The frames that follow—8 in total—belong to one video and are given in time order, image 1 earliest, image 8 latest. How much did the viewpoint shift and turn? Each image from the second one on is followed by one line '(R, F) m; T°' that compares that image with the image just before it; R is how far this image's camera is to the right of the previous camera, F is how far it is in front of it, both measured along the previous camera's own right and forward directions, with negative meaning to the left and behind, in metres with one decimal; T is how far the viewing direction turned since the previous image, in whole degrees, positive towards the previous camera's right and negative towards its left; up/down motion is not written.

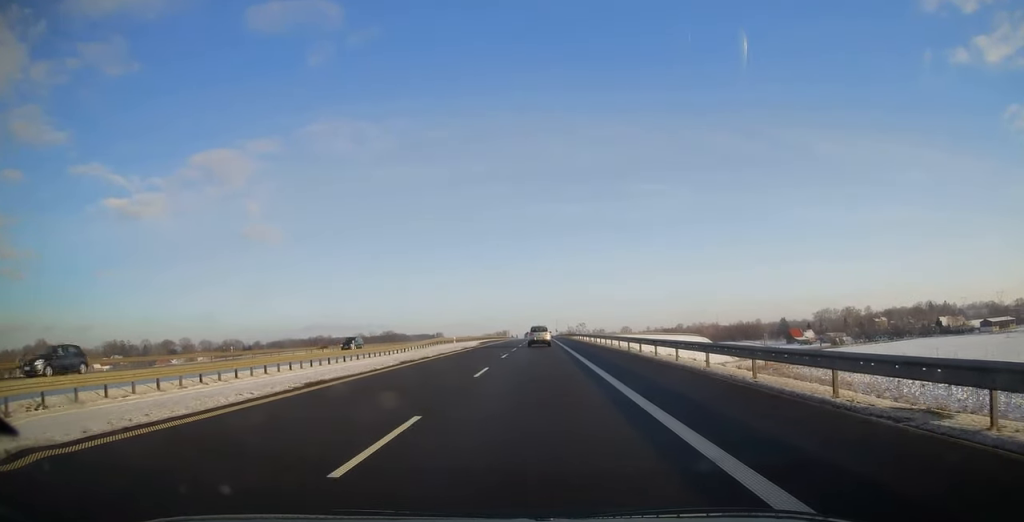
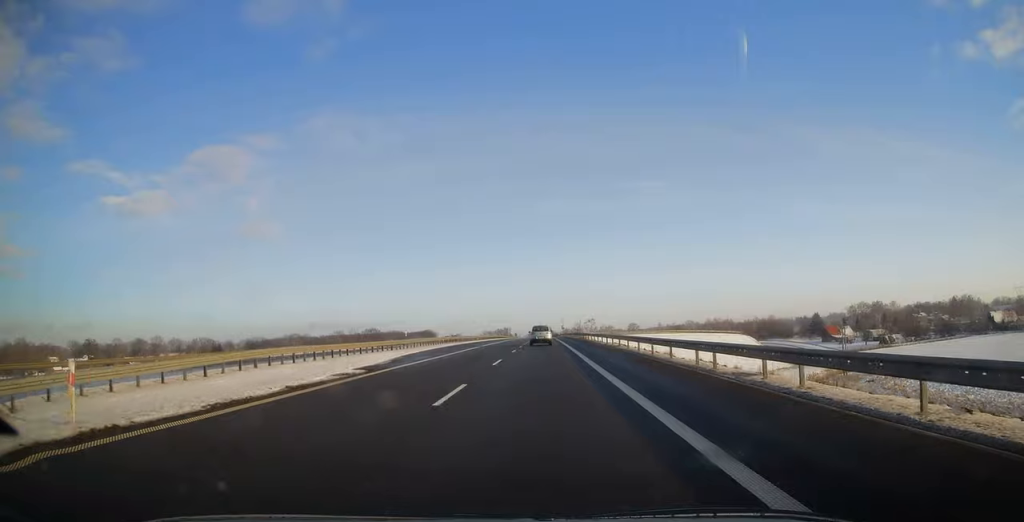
(0.0, +42.3) m; 0°
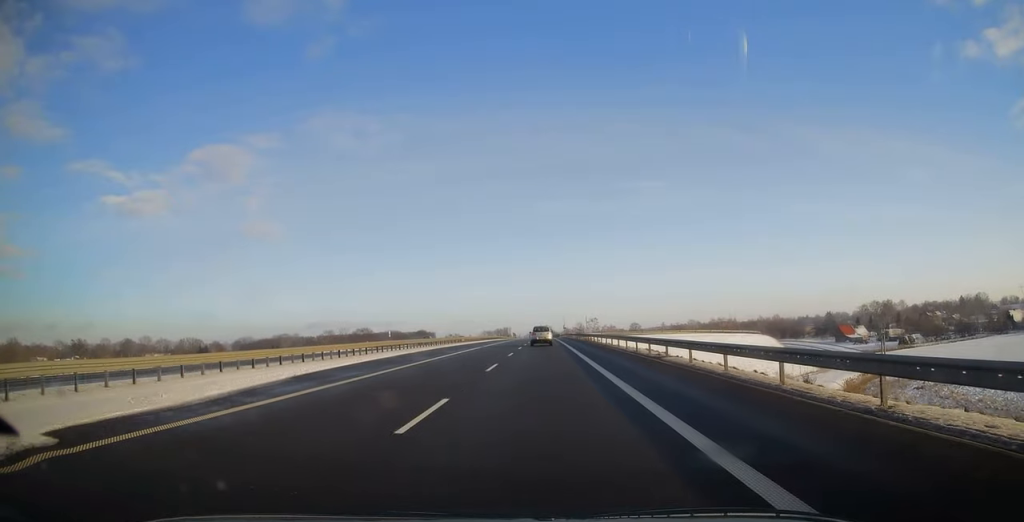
(0.0, +14.8) m; 0°
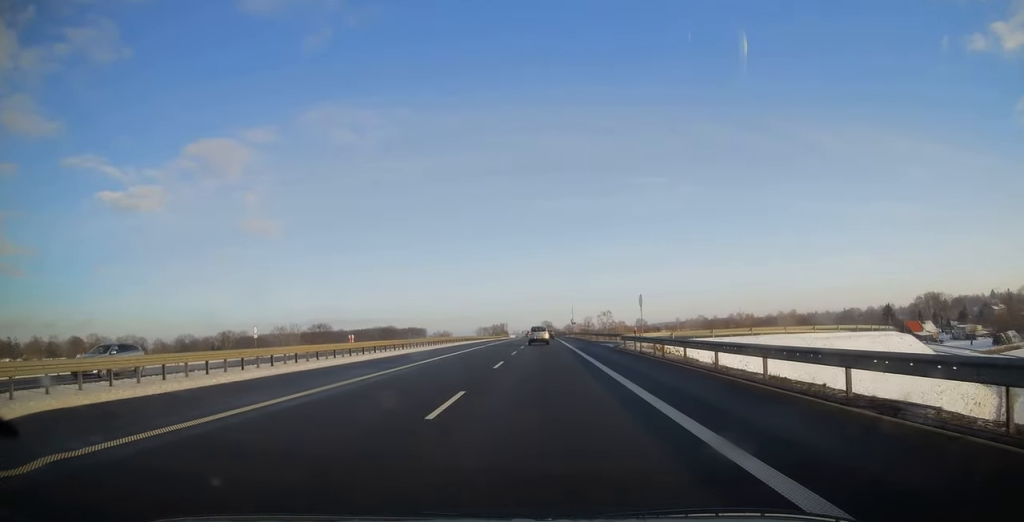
(0.0, +58.4) m; 0°
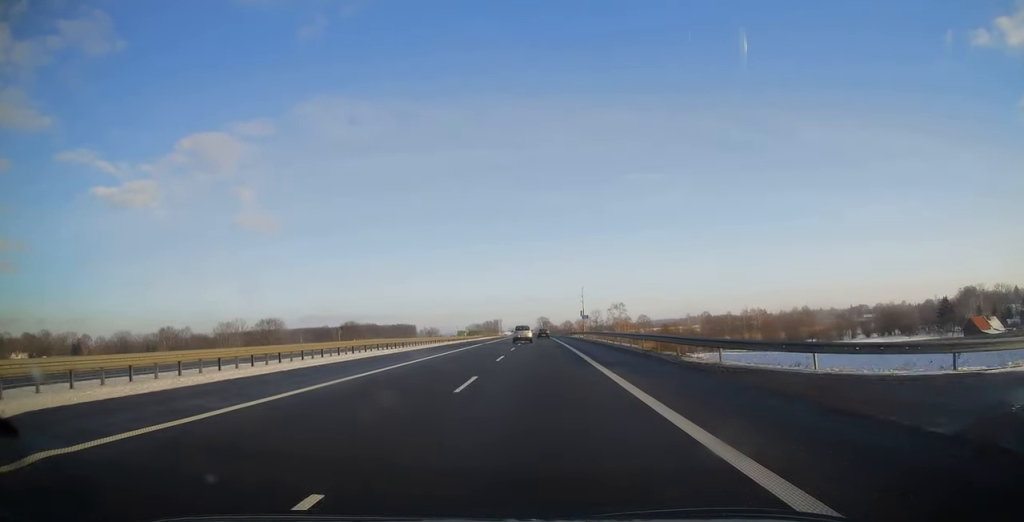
(0.0, +44.1) m; -1°
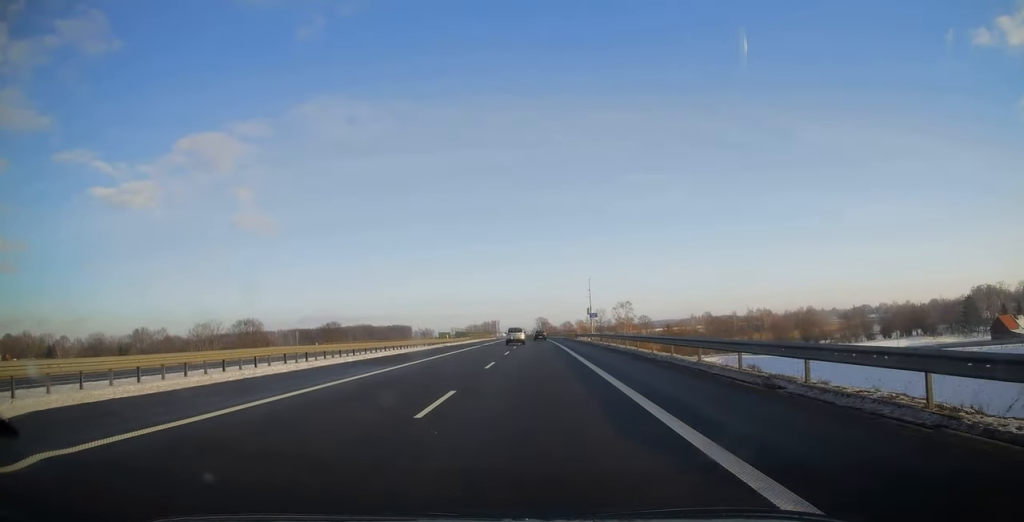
(-0.1, +15.4) m; 0°
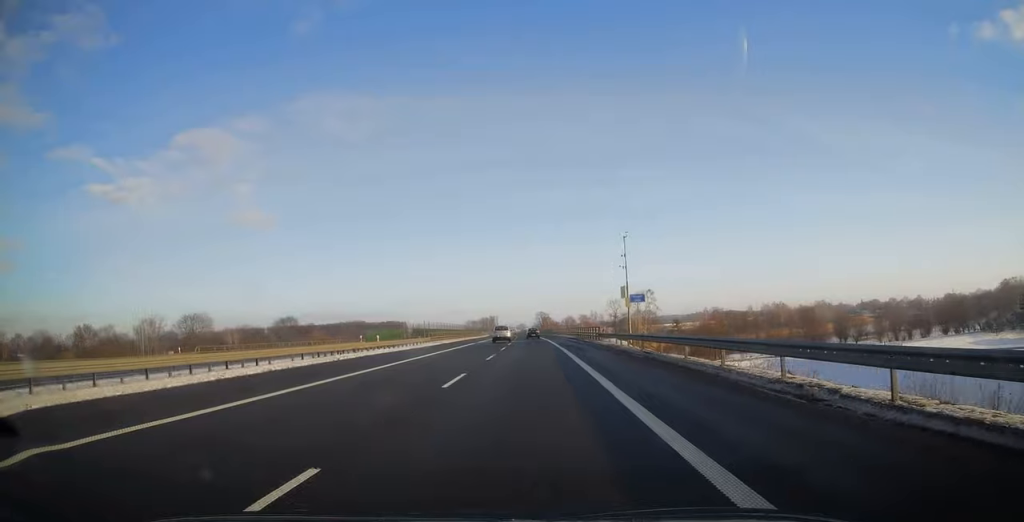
(-0.2, +31.3) m; 0°
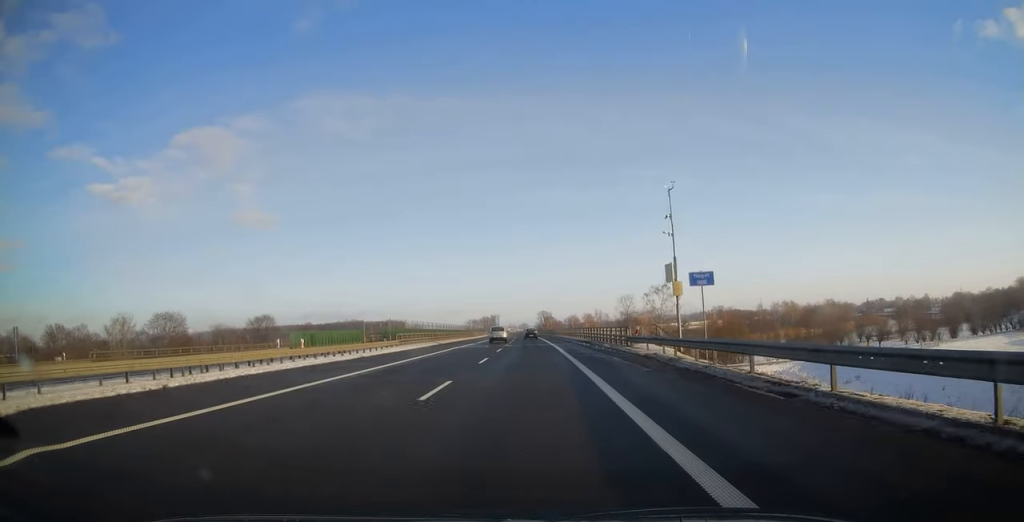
(0.0, +14.2) m; 0°
